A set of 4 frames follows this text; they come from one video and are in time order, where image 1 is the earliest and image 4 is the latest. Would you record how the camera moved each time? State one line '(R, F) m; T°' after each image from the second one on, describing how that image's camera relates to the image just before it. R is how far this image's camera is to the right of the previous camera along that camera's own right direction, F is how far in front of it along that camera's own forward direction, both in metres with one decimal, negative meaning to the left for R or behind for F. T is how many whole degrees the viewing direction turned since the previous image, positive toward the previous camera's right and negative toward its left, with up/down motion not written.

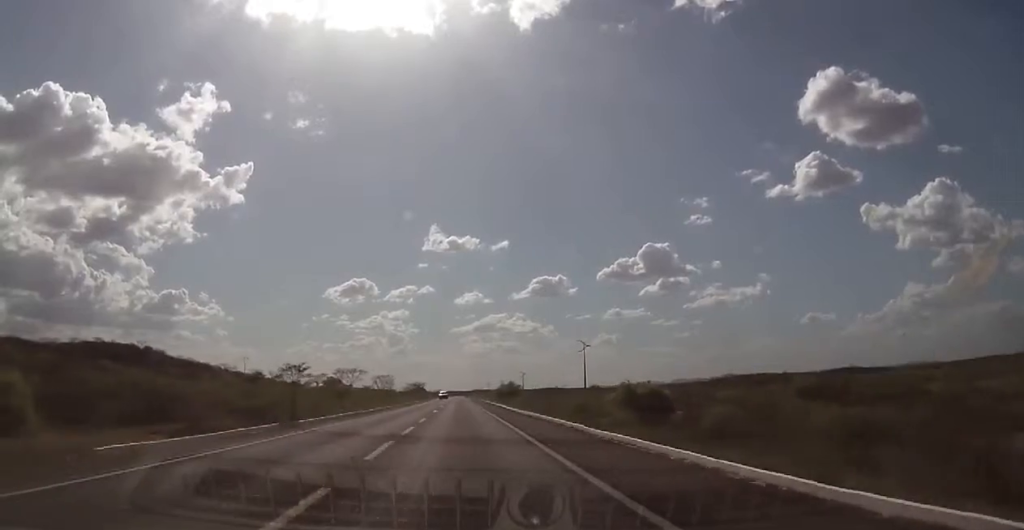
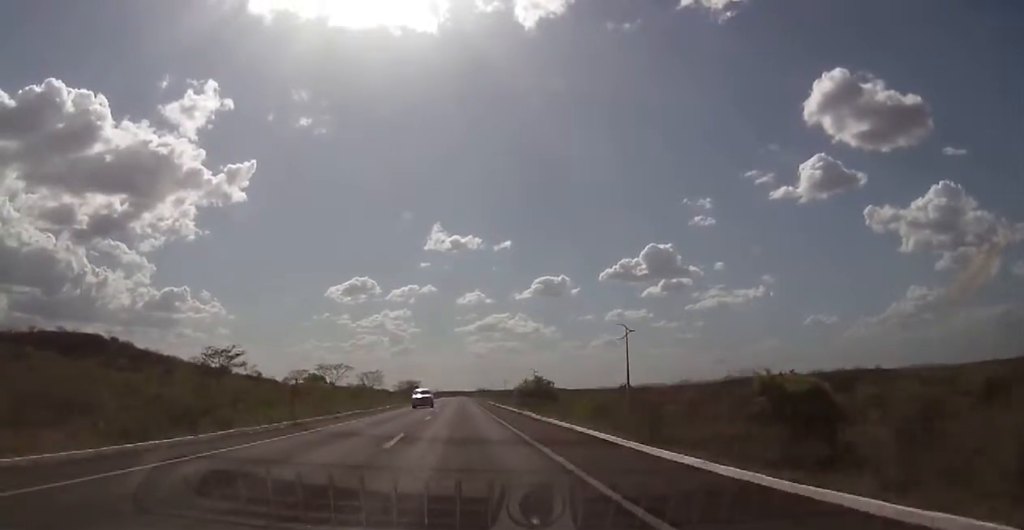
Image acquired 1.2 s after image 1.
(0.0, +44.2) m; 0°
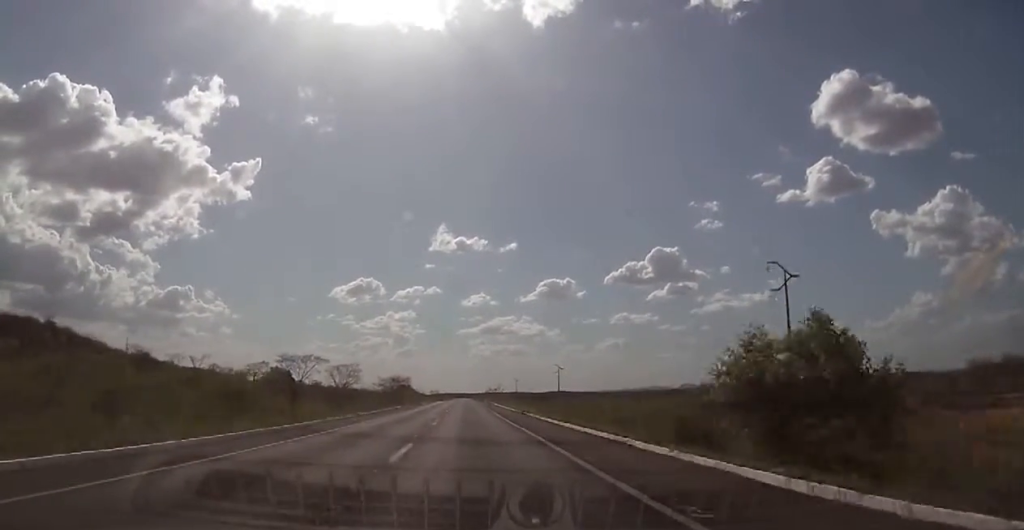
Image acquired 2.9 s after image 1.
(-0.1, +66.2) m; 0°
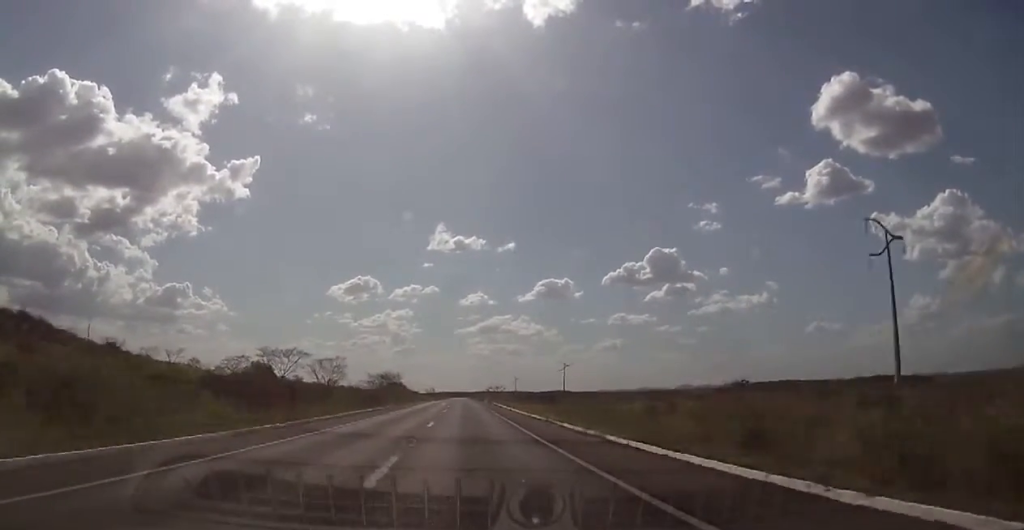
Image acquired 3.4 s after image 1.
(0.0, +19.2) m; 0°
